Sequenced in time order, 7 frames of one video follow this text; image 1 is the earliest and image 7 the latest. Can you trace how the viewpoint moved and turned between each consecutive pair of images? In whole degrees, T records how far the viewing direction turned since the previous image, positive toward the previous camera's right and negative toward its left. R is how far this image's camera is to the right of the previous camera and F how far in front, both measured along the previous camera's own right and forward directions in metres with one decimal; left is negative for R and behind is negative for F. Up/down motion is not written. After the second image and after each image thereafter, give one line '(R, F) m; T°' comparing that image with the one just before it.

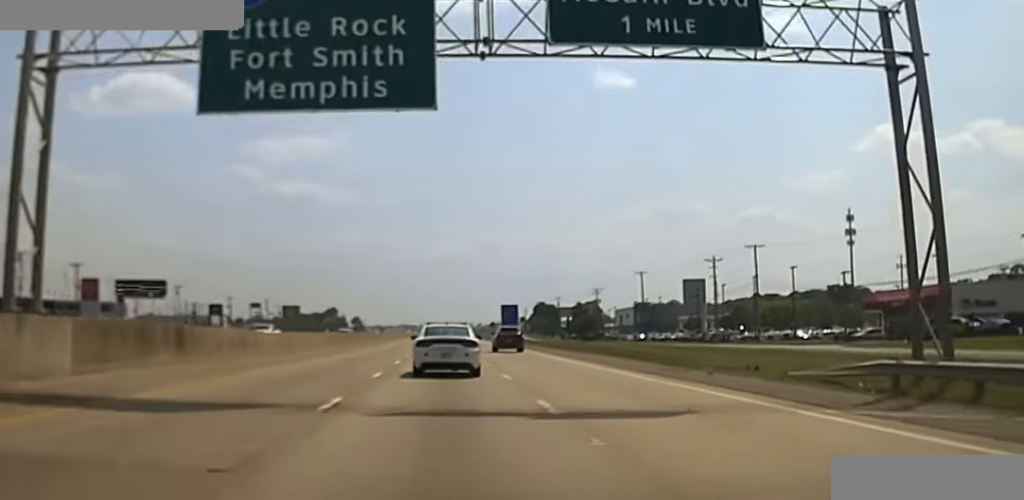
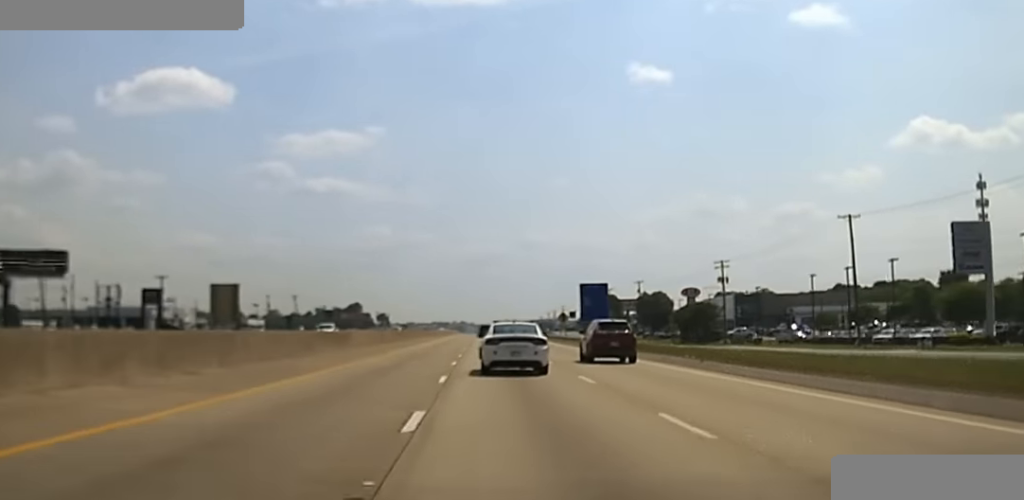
(-2.3, +99.3) m; -2°
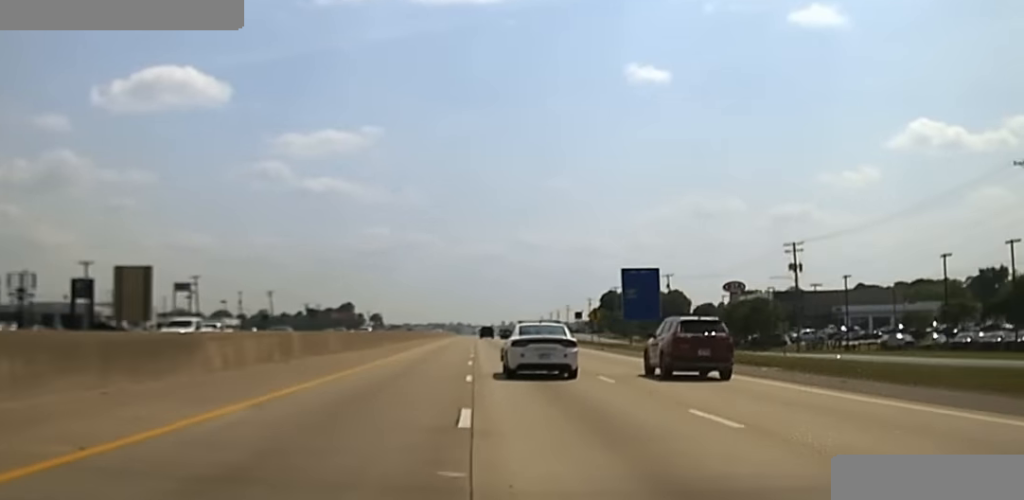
(0.0, +42.7) m; 0°
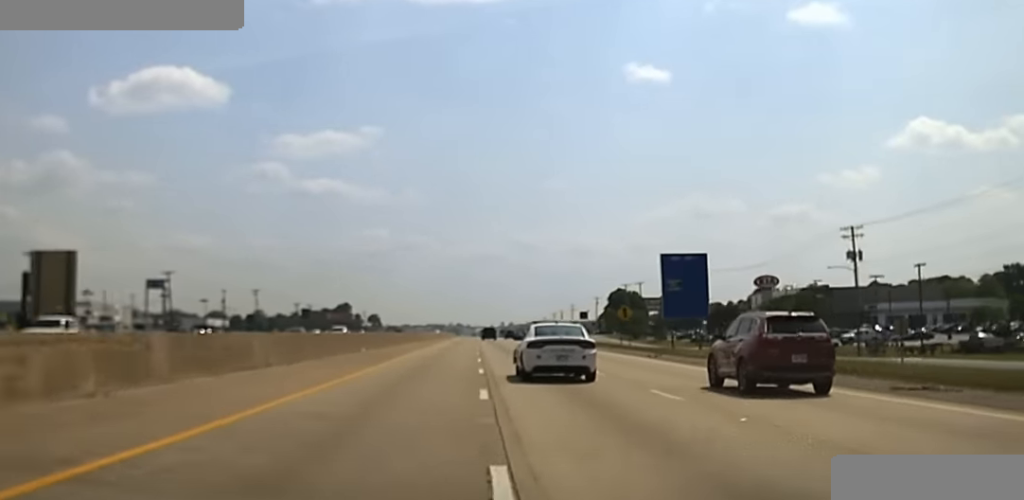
(0.0, +20.6) m; 0°
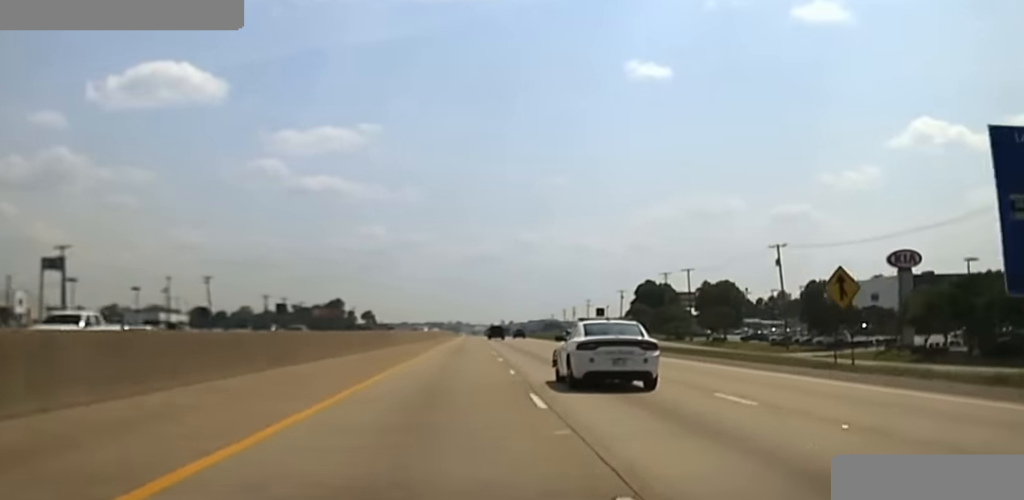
(+0.2, +53.1) m; 0°
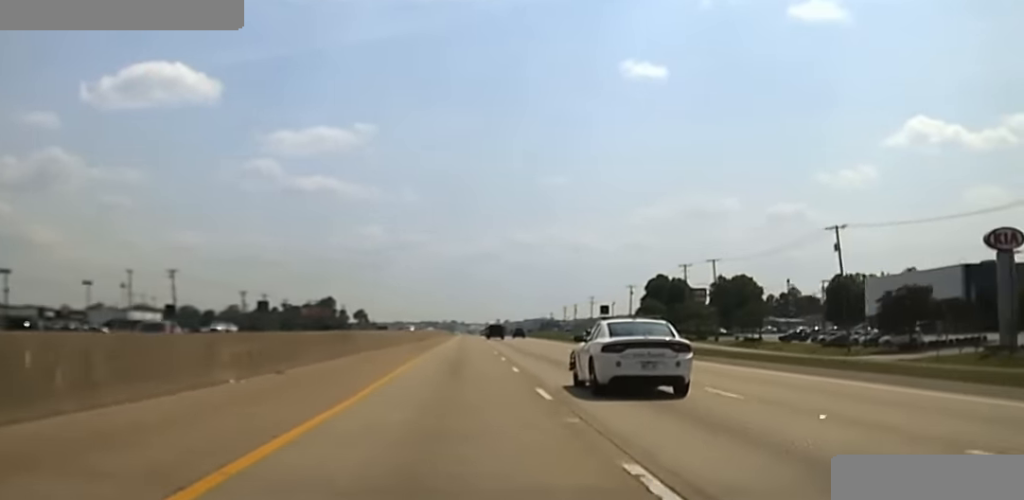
(0.0, +26.2) m; 0°
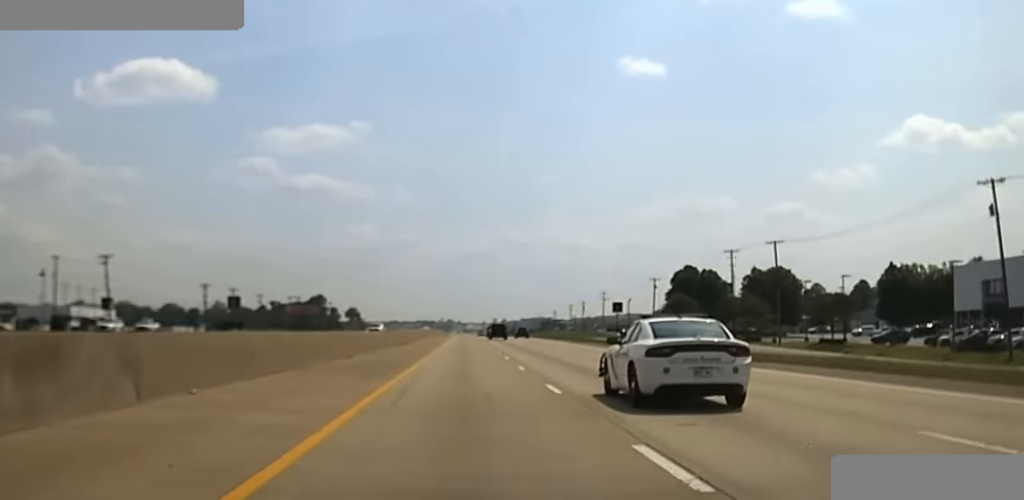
(0.0, +34.4) m; 0°
